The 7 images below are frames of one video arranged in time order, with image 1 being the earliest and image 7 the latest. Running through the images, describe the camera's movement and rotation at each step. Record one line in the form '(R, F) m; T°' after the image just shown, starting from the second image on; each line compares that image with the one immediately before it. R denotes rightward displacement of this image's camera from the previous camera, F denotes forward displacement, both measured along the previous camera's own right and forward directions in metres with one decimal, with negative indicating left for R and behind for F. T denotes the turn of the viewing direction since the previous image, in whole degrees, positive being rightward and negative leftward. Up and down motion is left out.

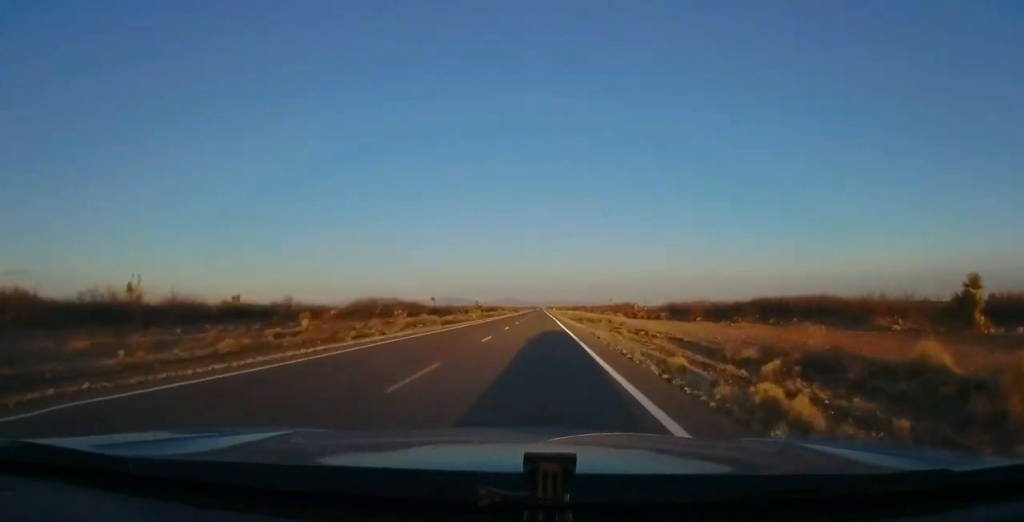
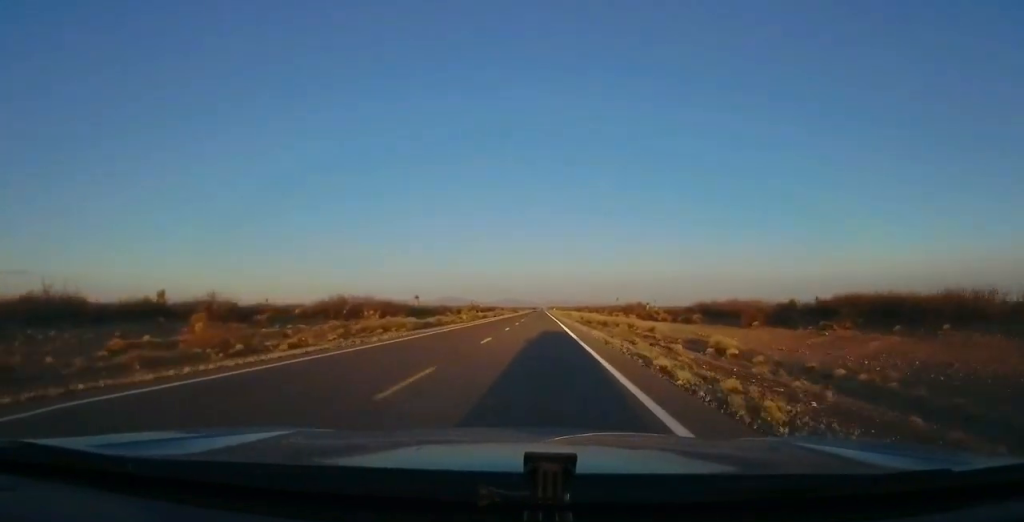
(0.0, +12.6) m; 0°
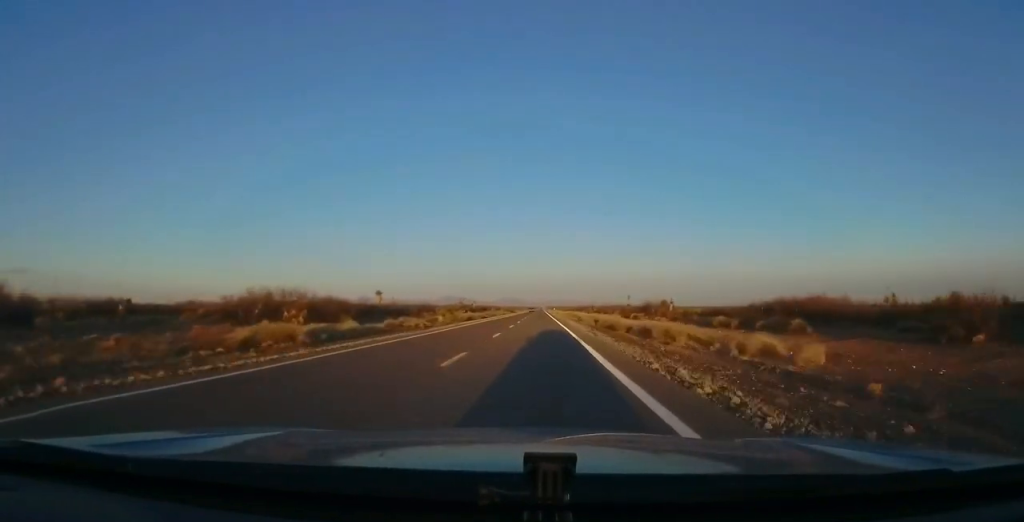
(+0.1, +19.4) m; -1°
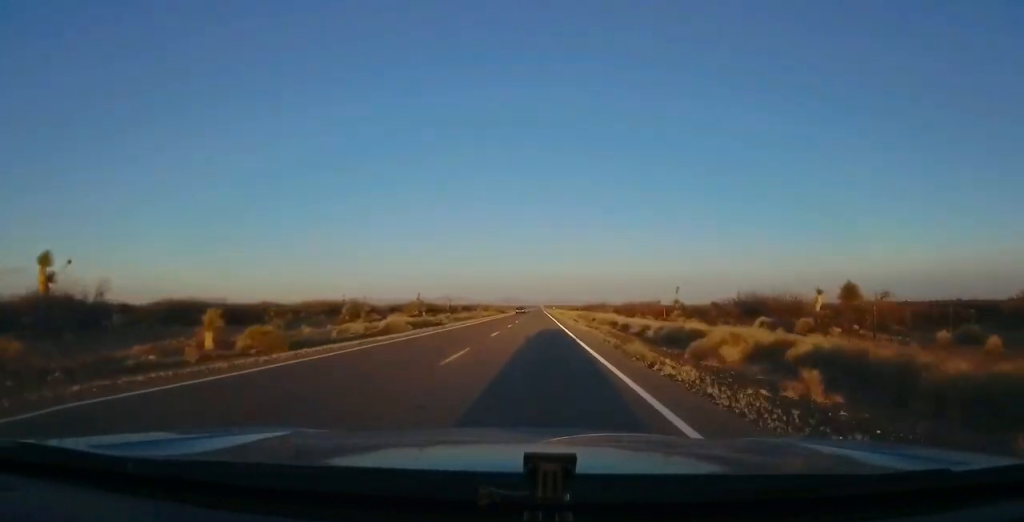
(-0.1, +46.9) m; +1°
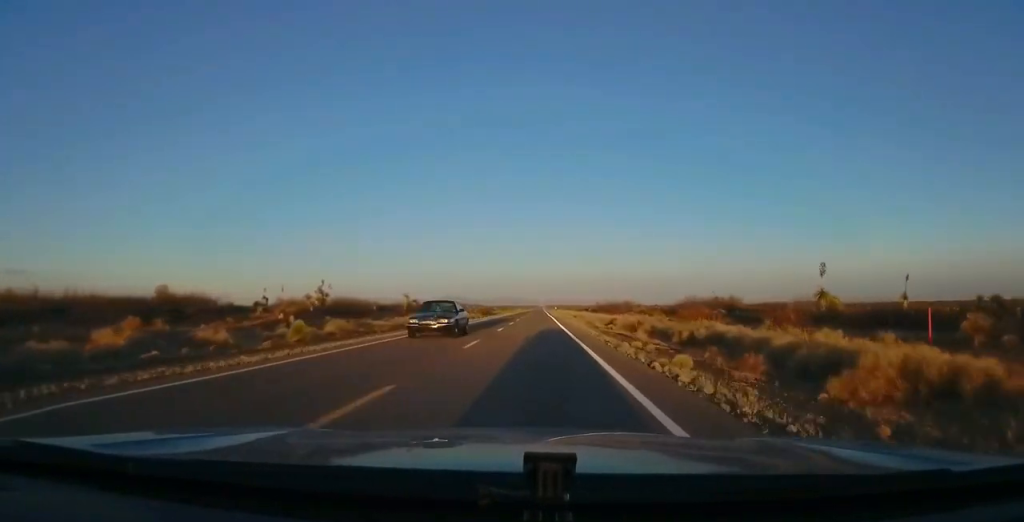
(+0.3, +43.0) m; 0°
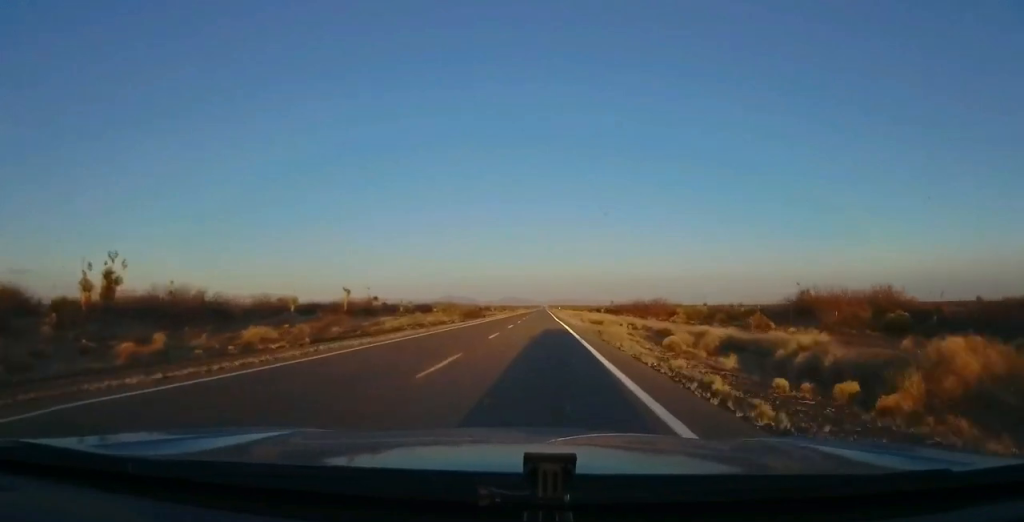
(0.0, +29.3) m; -1°
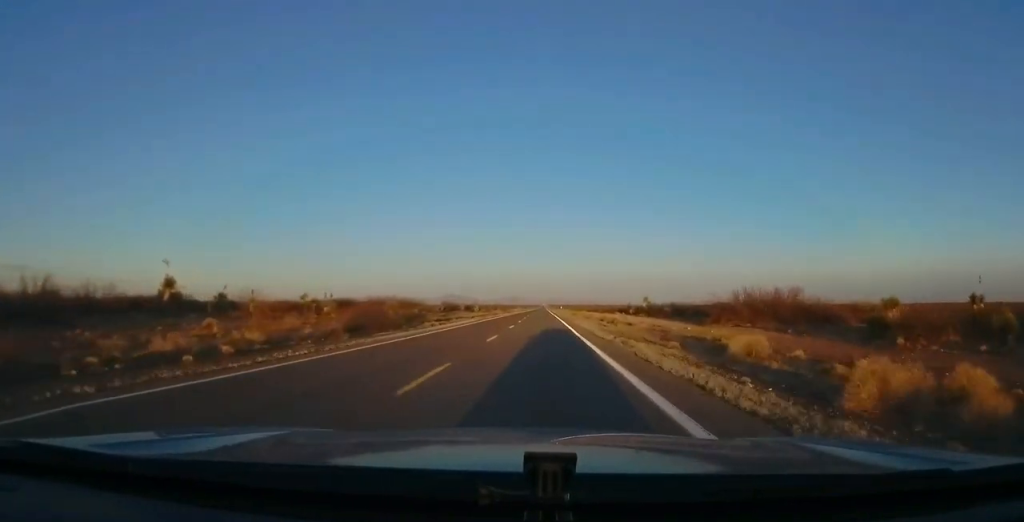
(-0.2, +49.6) m; 0°
